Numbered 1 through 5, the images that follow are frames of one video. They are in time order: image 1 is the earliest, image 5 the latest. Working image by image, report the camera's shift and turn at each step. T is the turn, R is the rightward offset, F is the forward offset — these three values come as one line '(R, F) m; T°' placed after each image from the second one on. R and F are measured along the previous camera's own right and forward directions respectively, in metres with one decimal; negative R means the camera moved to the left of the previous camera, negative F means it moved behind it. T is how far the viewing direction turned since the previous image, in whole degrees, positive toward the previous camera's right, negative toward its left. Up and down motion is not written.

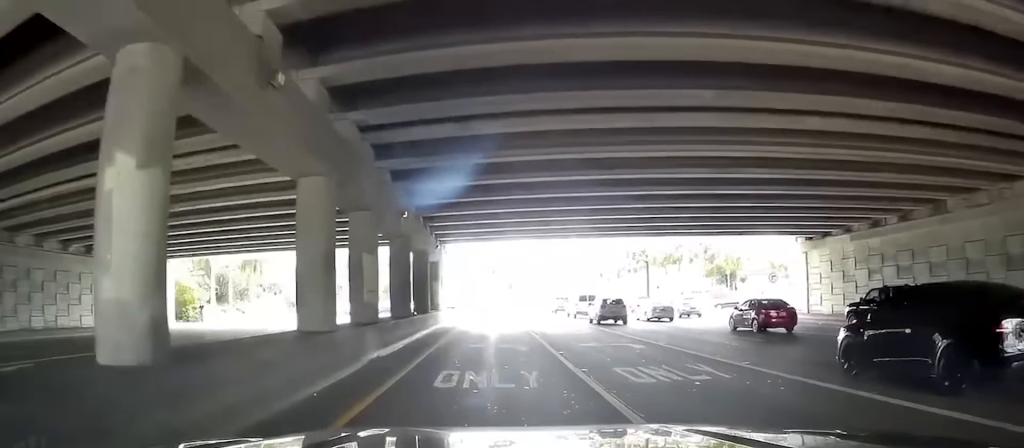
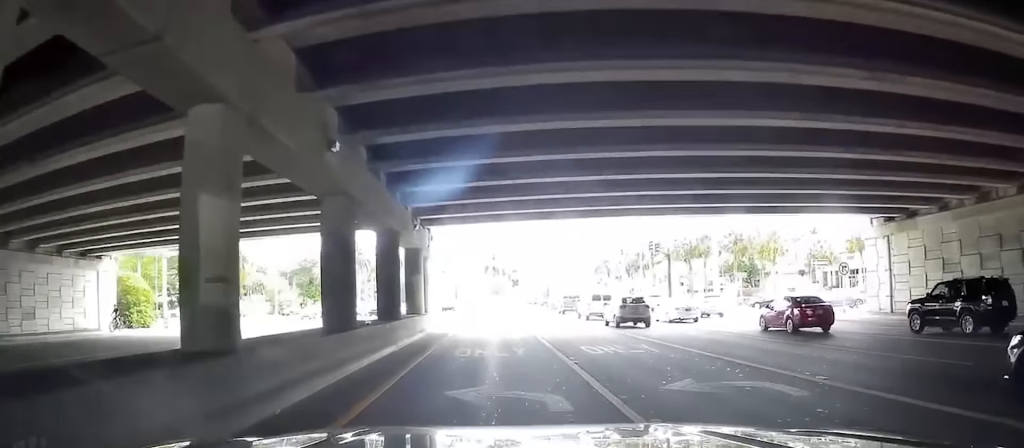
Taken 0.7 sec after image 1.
(0.0, +11.6) m; 0°
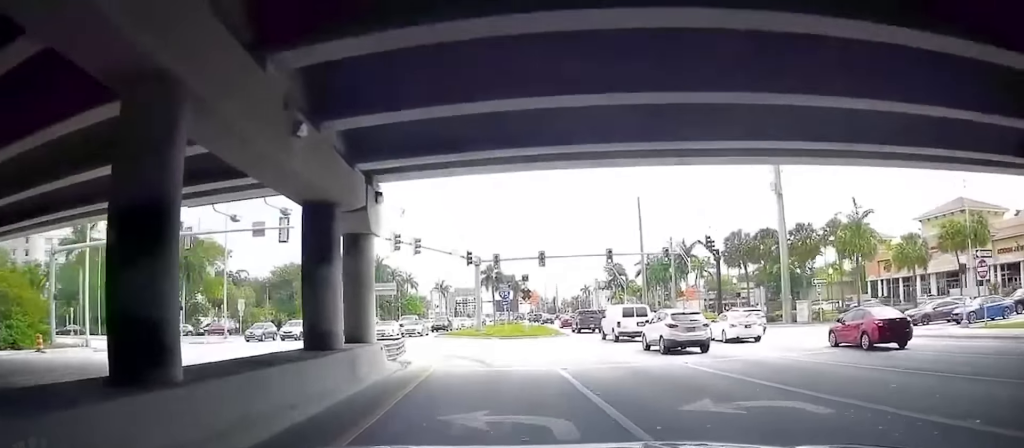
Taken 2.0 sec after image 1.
(-0.1, +19.8) m; +2°
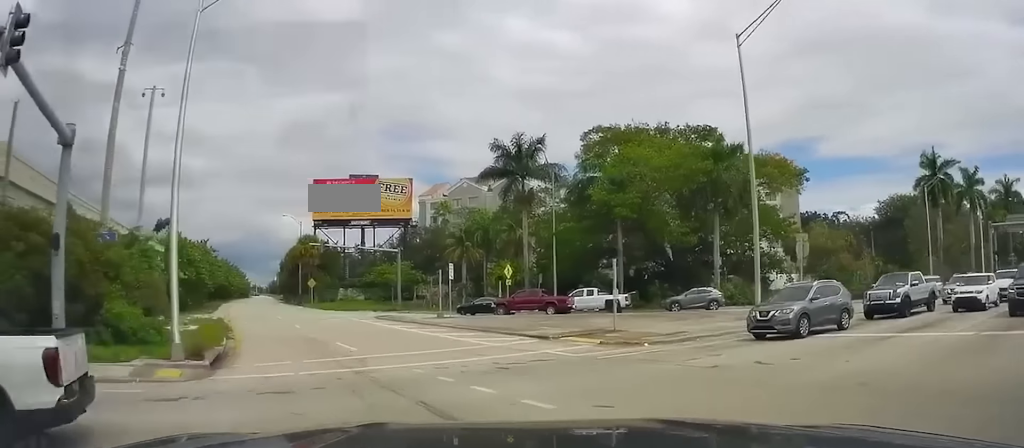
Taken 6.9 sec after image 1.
(-8.9, +38.8) m; -77°
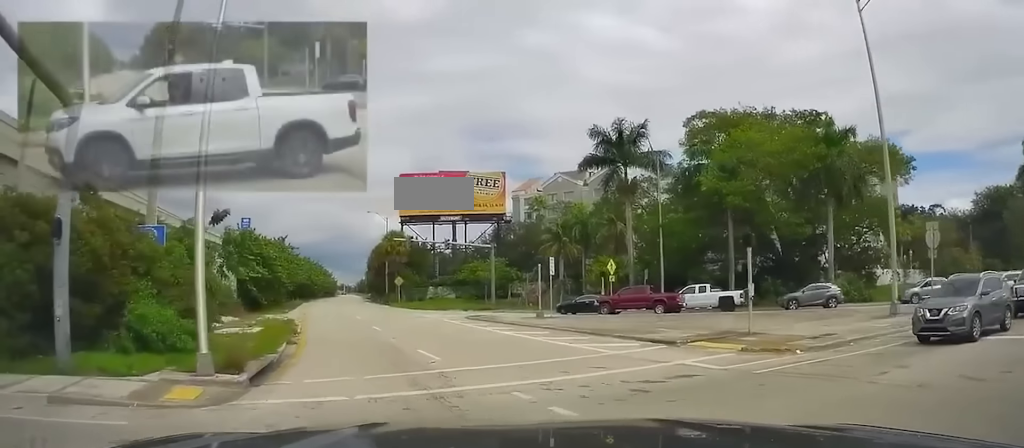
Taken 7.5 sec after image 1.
(-0.4, +2.1) m; -21°
